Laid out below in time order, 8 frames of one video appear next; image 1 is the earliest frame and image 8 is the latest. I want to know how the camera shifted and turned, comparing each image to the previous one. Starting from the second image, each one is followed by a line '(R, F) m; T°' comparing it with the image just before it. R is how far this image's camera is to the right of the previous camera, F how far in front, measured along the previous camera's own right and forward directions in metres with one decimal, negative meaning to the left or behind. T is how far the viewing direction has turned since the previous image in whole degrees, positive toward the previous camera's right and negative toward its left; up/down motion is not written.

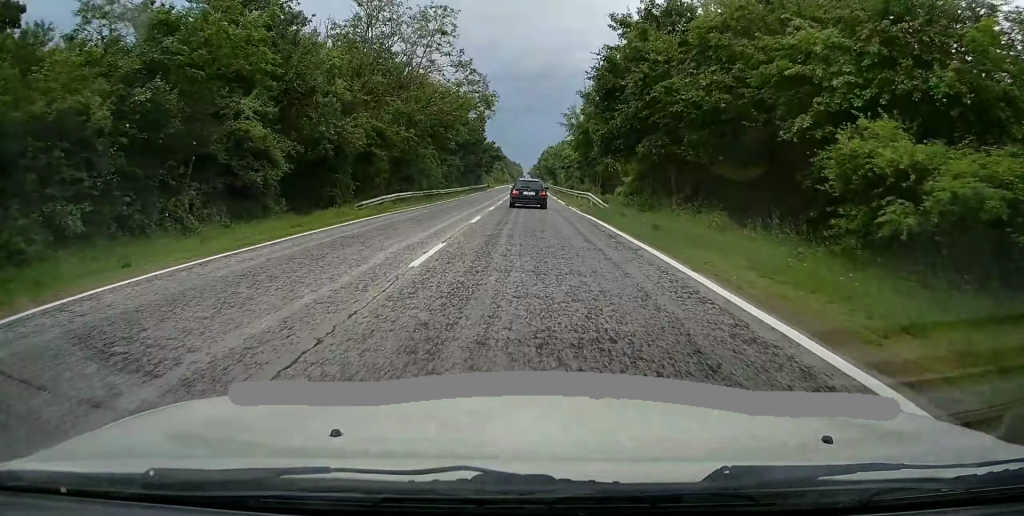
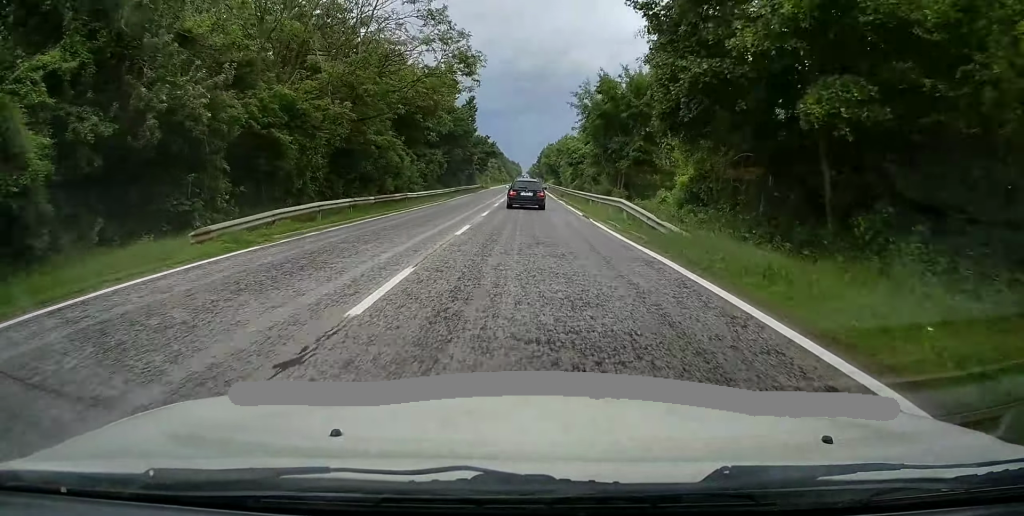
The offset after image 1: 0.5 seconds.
(0.0, +12.4) m; 0°
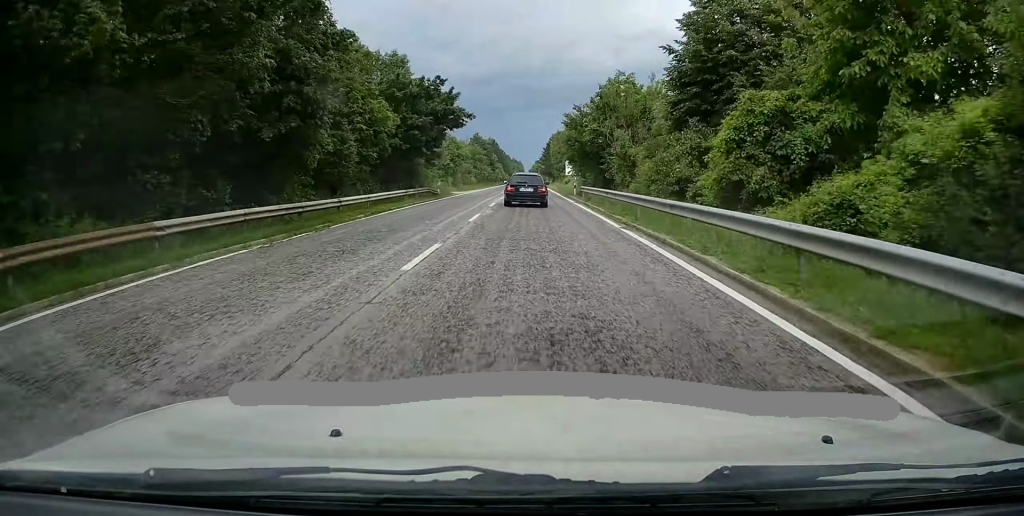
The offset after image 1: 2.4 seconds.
(+0.2, +51.2) m; 0°
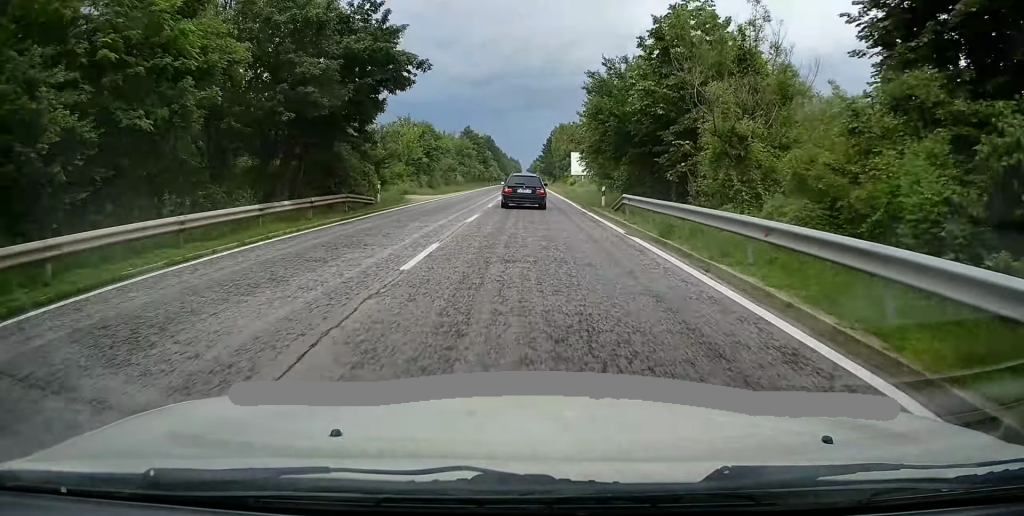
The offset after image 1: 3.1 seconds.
(-0.2, +18.3) m; 0°
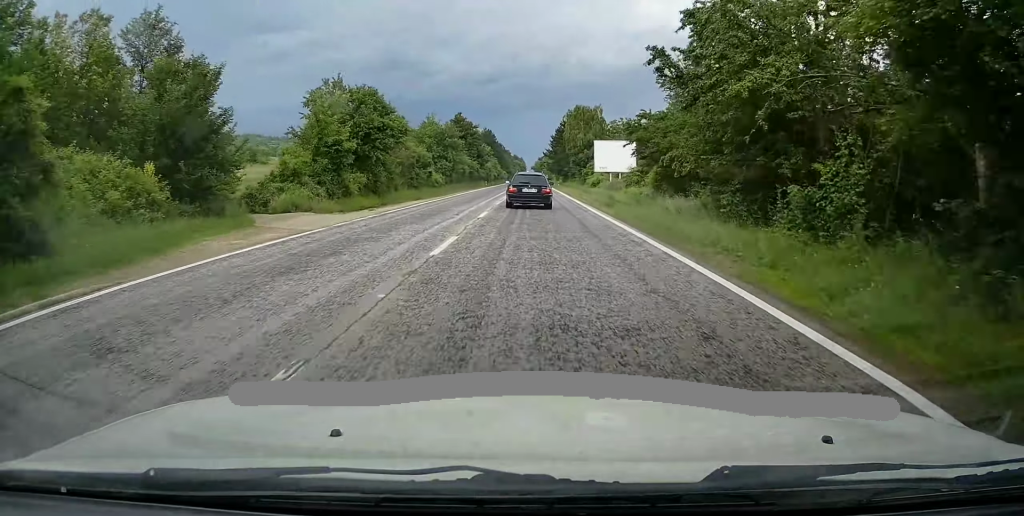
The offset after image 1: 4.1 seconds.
(0.0, +25.6) m; 0°
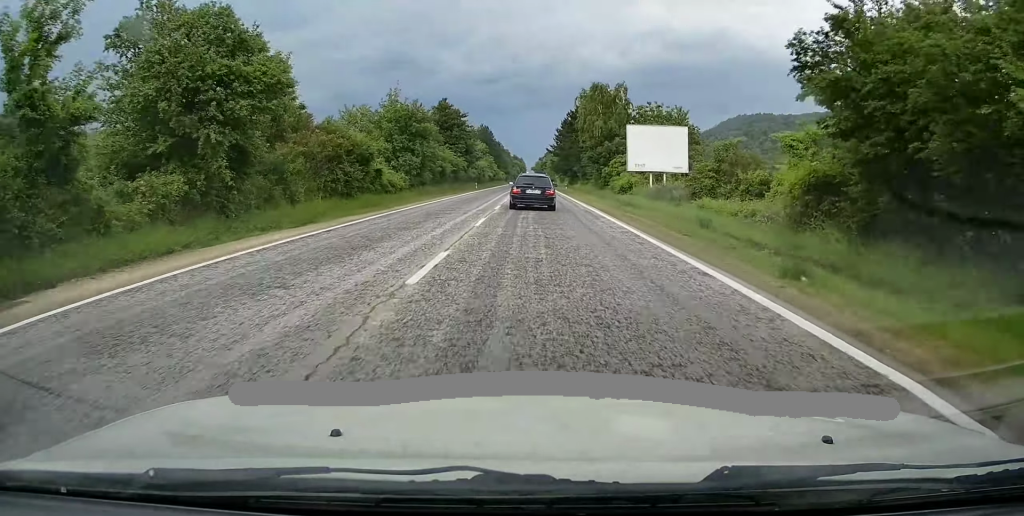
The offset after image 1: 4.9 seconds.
(+0.2, +20.8) m; 0°
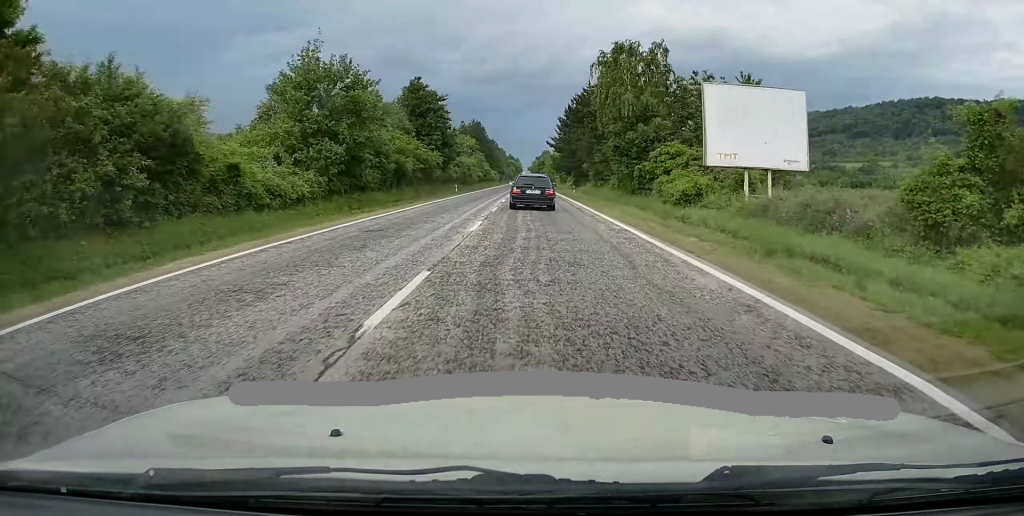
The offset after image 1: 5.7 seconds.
(-0.2, +19.6) m; 0°
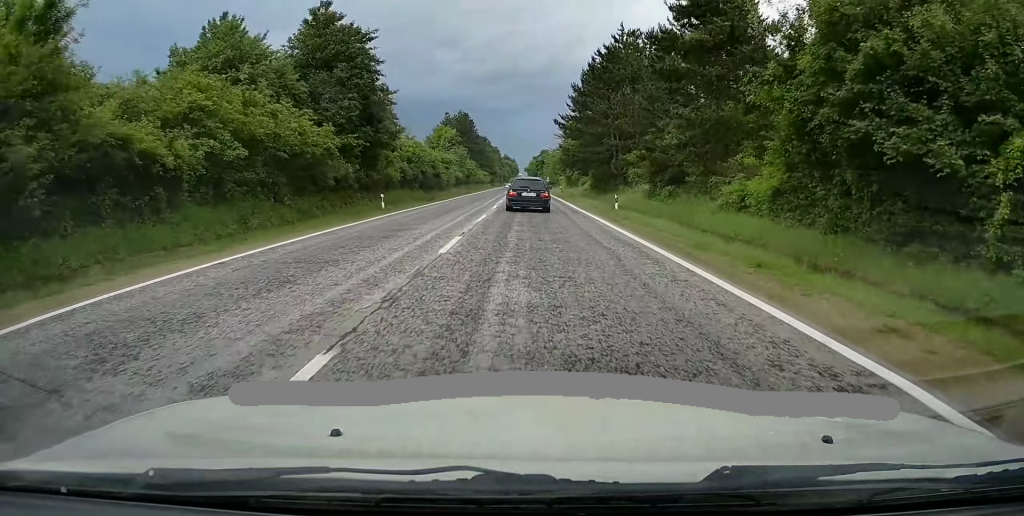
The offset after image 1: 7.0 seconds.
(+0.2, +31.1) m; 0°
